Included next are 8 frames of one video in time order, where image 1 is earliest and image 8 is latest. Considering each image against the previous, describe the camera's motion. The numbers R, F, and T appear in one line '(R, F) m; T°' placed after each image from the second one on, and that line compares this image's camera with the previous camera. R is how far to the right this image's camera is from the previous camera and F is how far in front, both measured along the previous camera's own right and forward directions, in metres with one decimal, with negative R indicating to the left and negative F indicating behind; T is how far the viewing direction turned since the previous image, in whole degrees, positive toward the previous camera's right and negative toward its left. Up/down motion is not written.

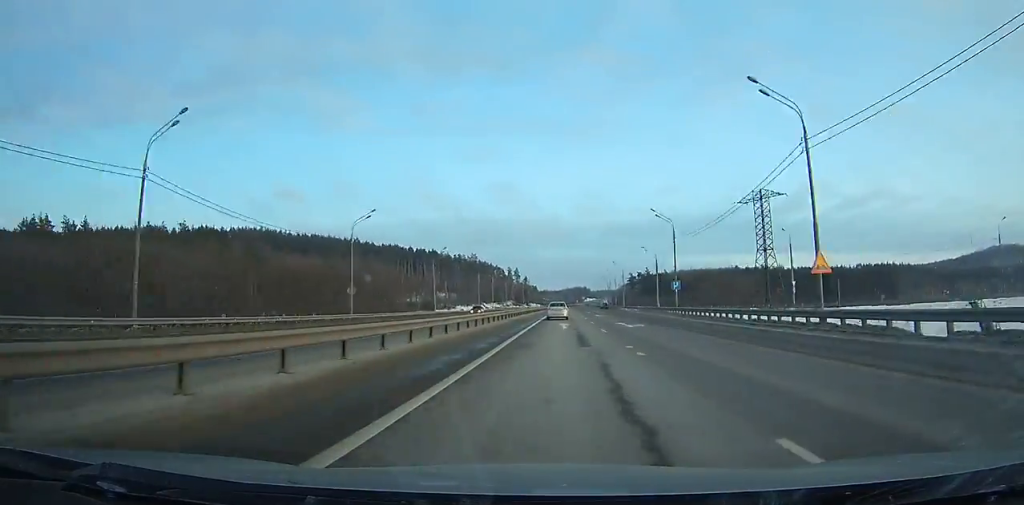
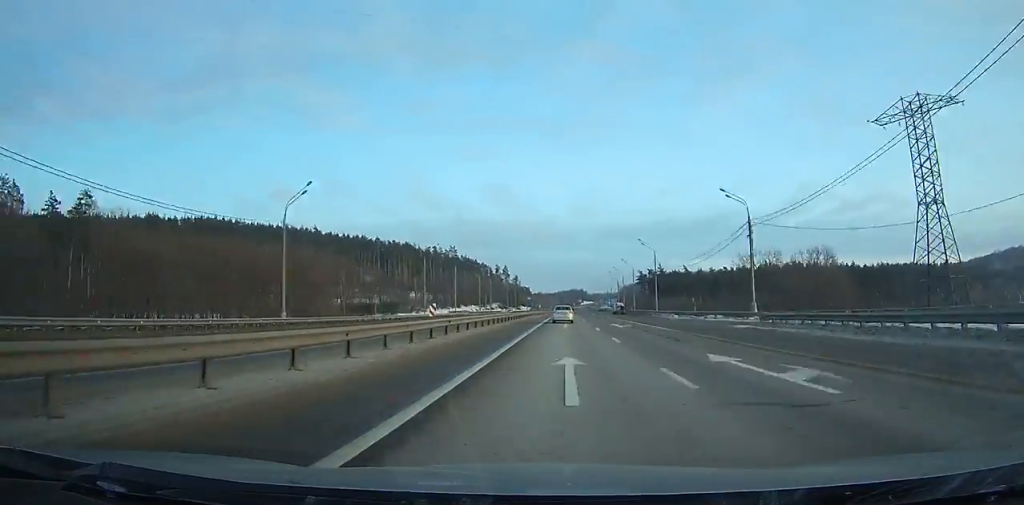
(+0.4, +51.8) m; +1°
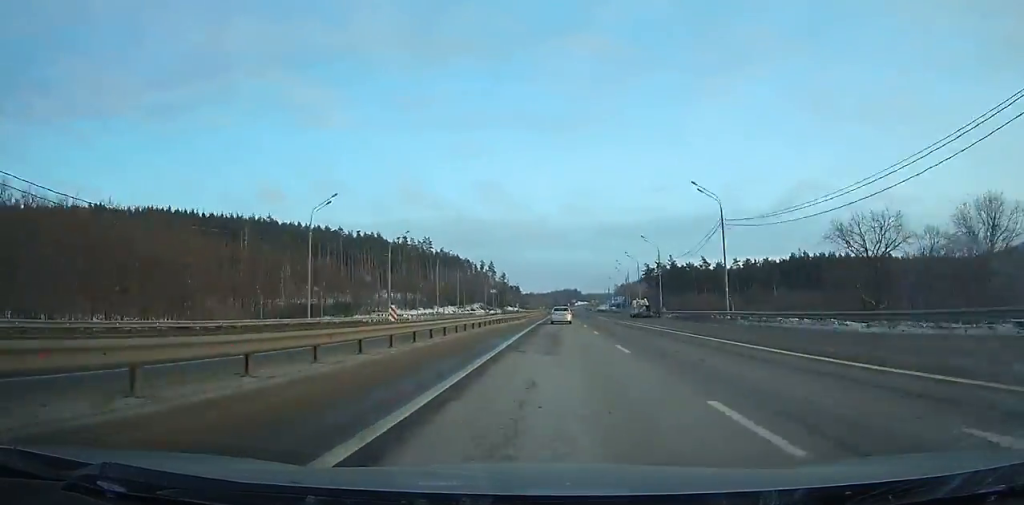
(+0.2, +39.1) m; 0°
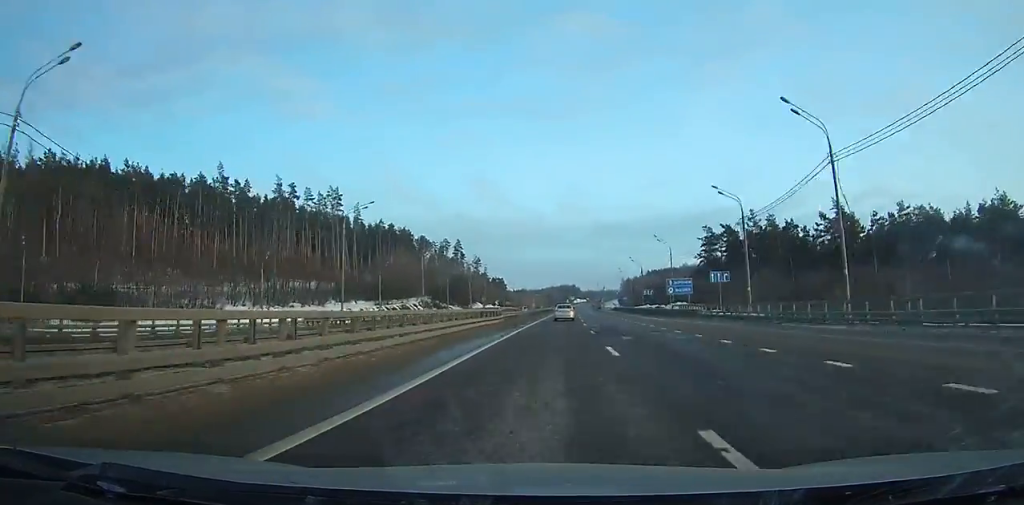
(+0.8, +95.0) m; +1°
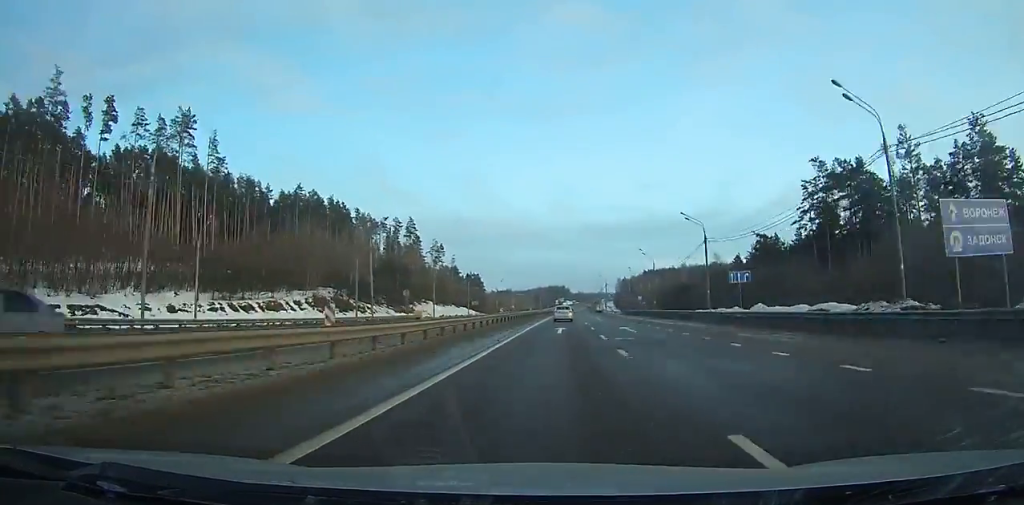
(+0.5, +58.7) m; +1°
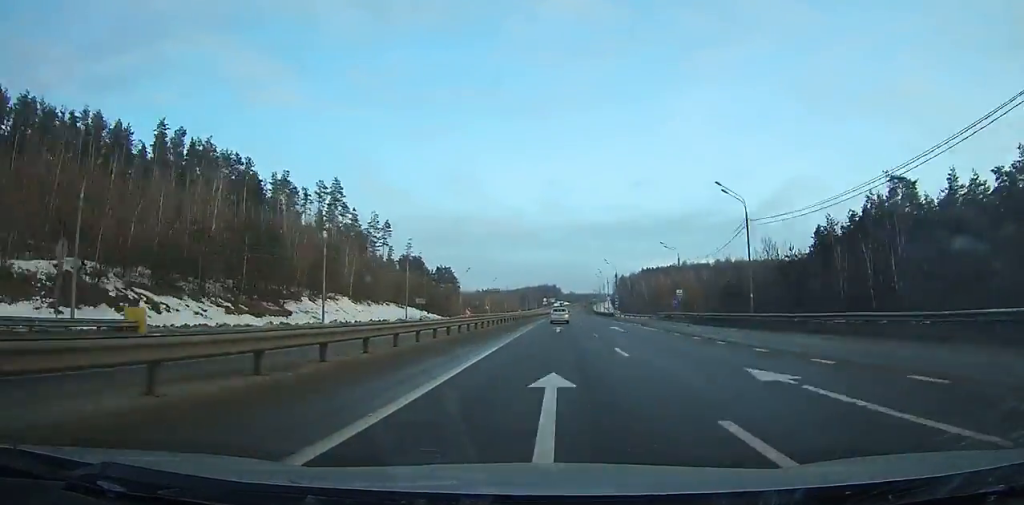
(+0.2, +52.7) m; +1°
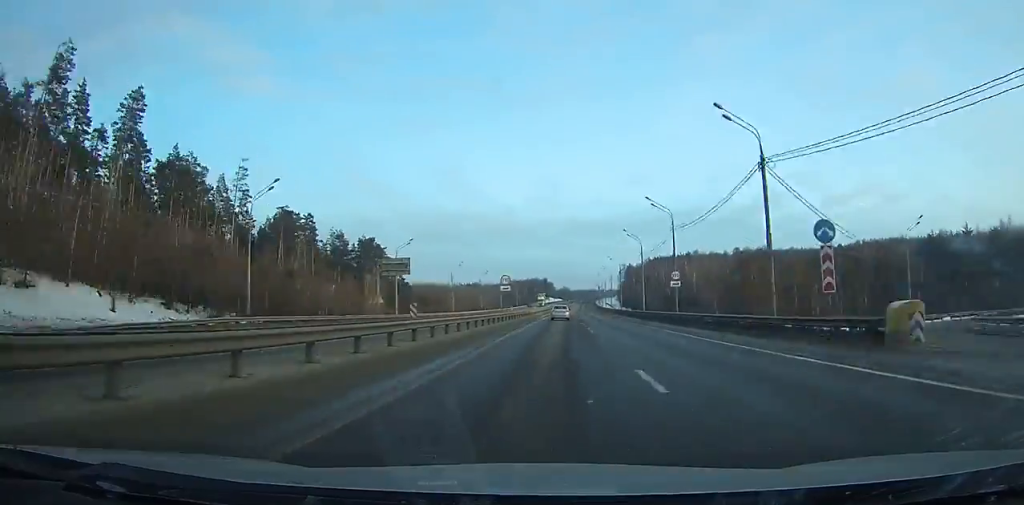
(+0.7, +87.5) m; +1°
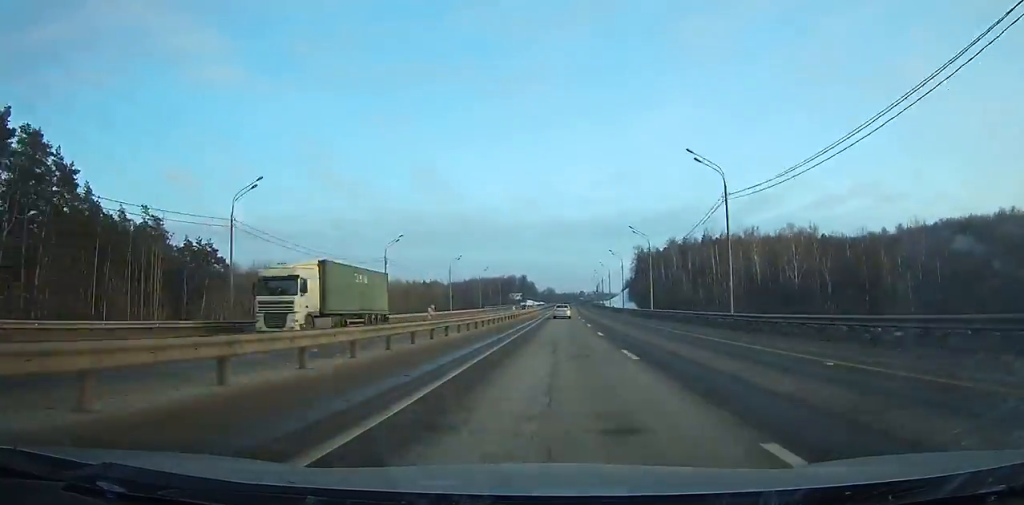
(+1.7, +110.6) m; +1°
